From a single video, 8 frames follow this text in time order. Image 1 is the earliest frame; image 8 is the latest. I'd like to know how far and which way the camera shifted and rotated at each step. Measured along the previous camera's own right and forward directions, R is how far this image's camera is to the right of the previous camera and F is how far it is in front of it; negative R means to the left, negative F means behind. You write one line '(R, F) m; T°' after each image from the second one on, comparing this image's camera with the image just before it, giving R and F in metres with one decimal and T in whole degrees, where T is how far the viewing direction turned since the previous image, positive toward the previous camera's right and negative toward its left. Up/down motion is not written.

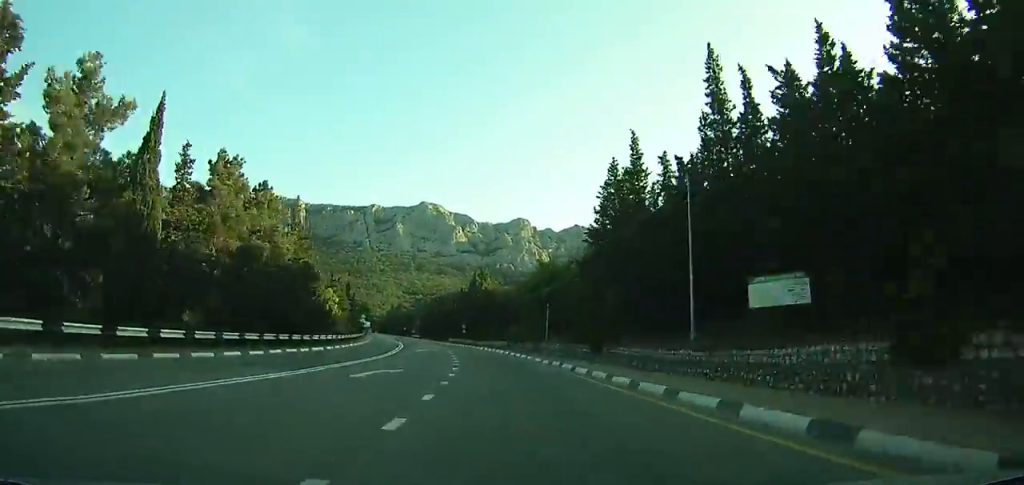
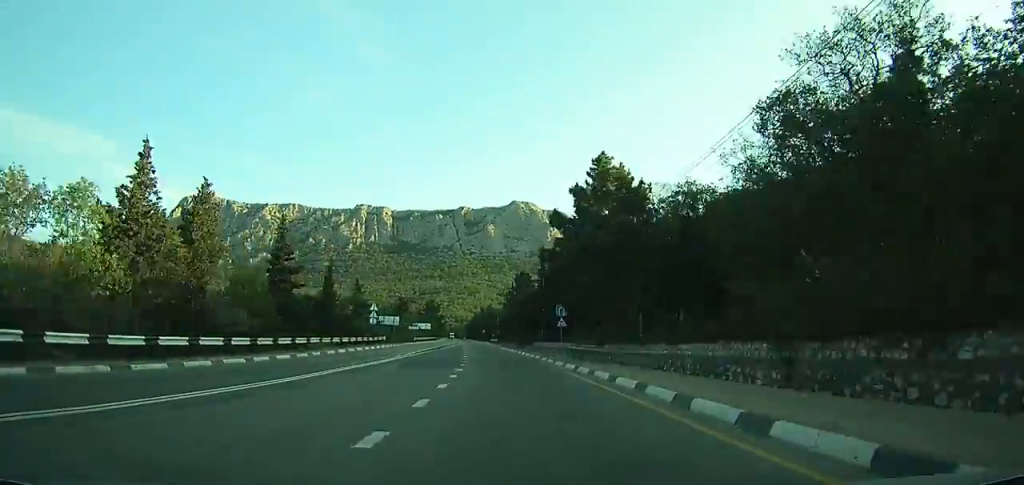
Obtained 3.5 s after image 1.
(-5.2, +51.3) m; -10°
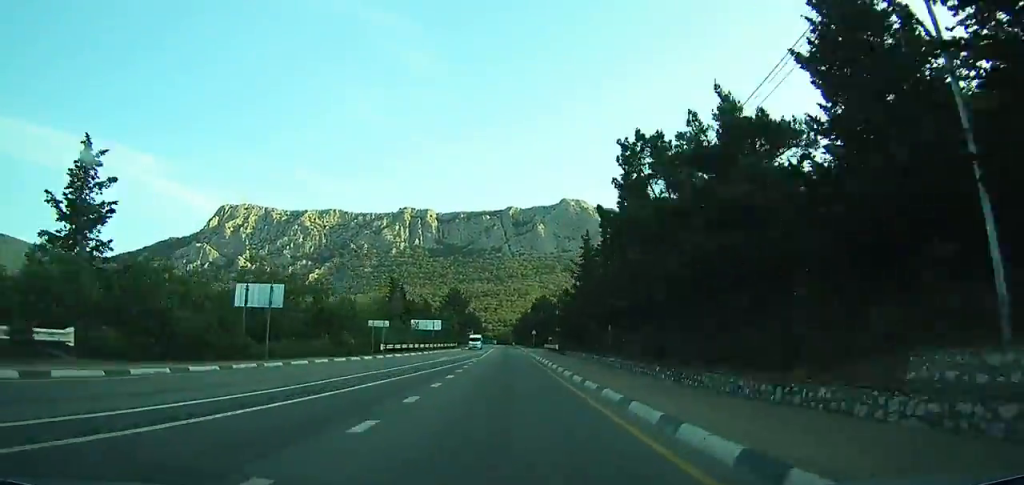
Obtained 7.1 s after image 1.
(-3.8, +55.6) m; -5°
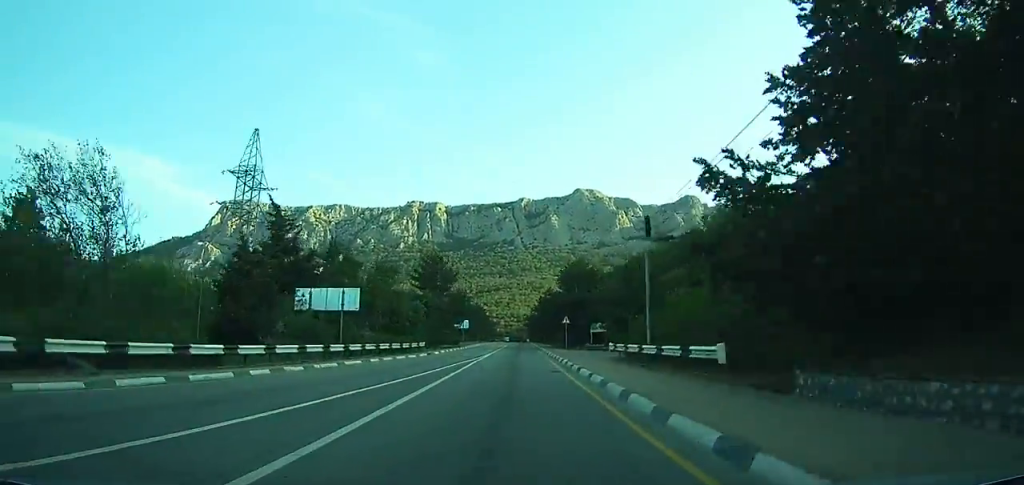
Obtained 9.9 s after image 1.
(-0.6, +46.2) m; -1°
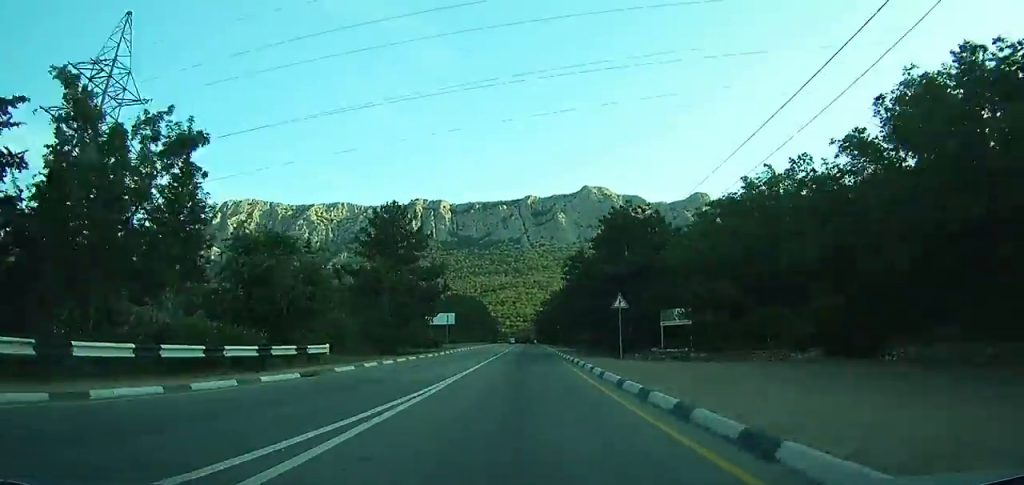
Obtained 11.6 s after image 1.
(-0.2, +28.5) m; 0°
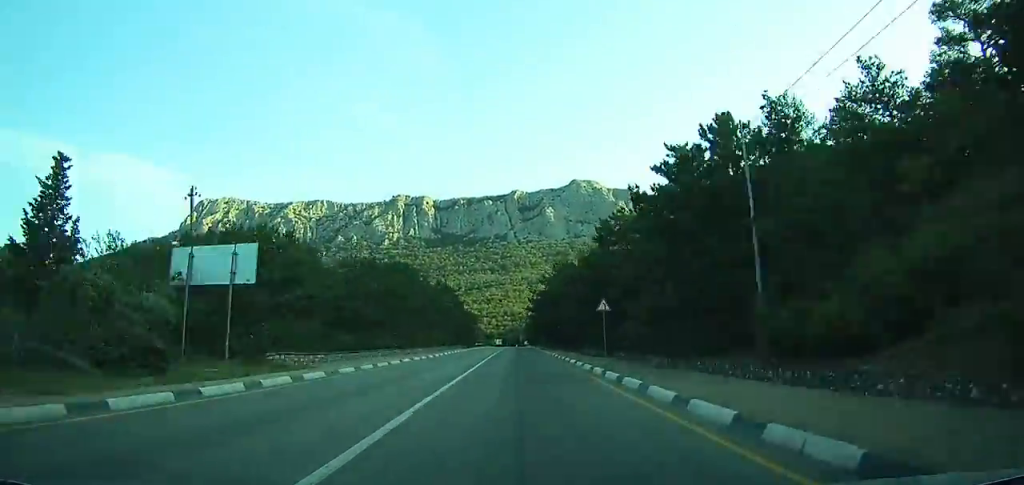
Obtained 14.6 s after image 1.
(+0.2, +50.0) m; +1°
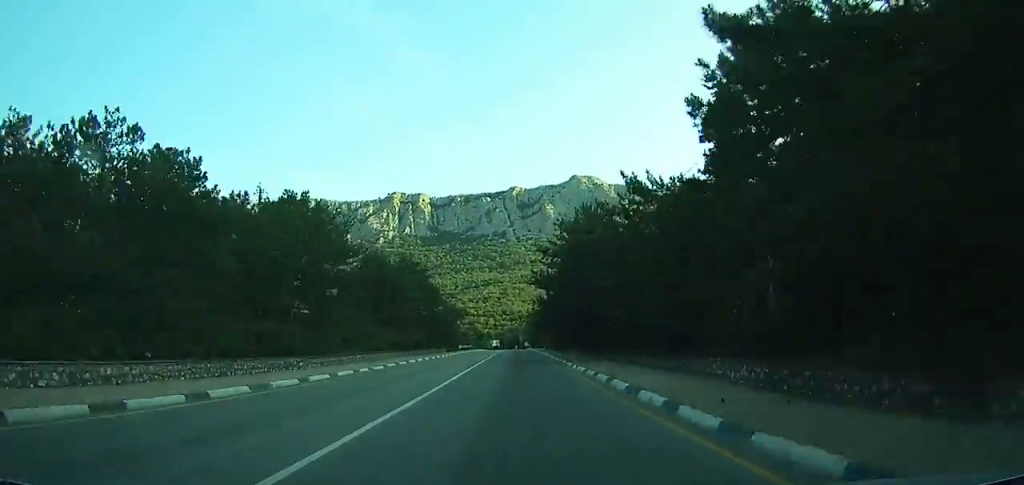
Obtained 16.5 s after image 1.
(+0.2, +31.1) m; +1°
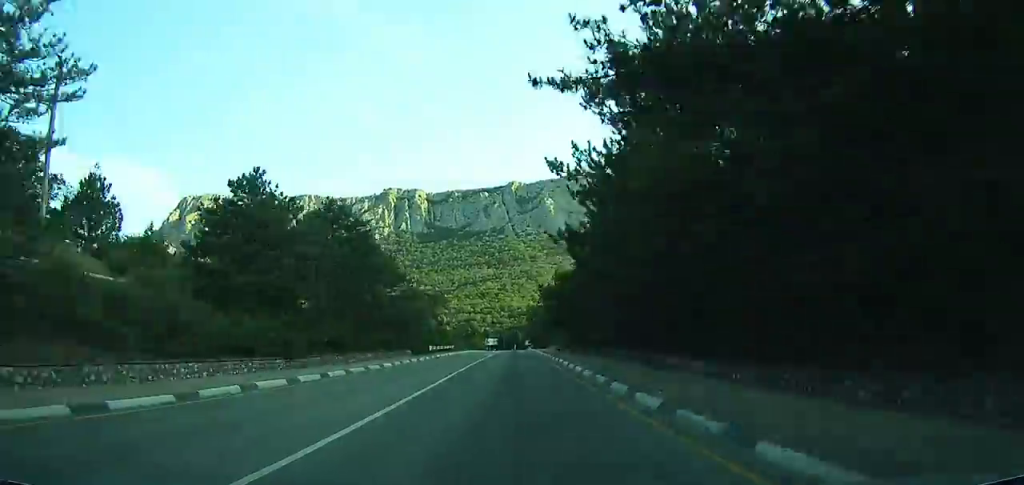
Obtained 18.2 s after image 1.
(+0.1, +27.6) m; 0°
